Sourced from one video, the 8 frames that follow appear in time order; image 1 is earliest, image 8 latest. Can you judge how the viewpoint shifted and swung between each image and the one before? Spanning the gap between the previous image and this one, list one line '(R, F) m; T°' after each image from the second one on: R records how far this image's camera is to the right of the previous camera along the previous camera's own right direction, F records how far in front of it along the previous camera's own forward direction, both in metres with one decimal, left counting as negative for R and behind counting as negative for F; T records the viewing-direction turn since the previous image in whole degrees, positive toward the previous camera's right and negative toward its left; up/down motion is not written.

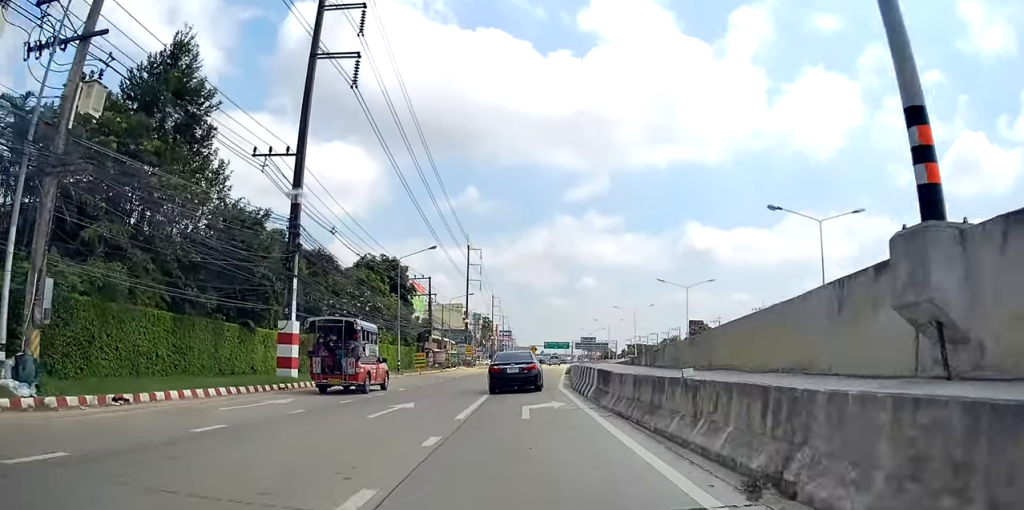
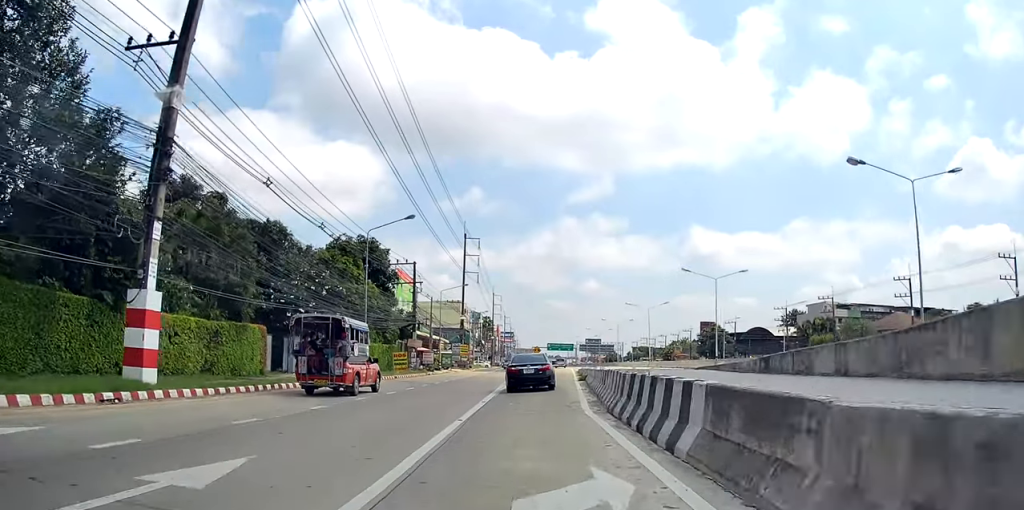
(0.0, +10.1) m; 0°
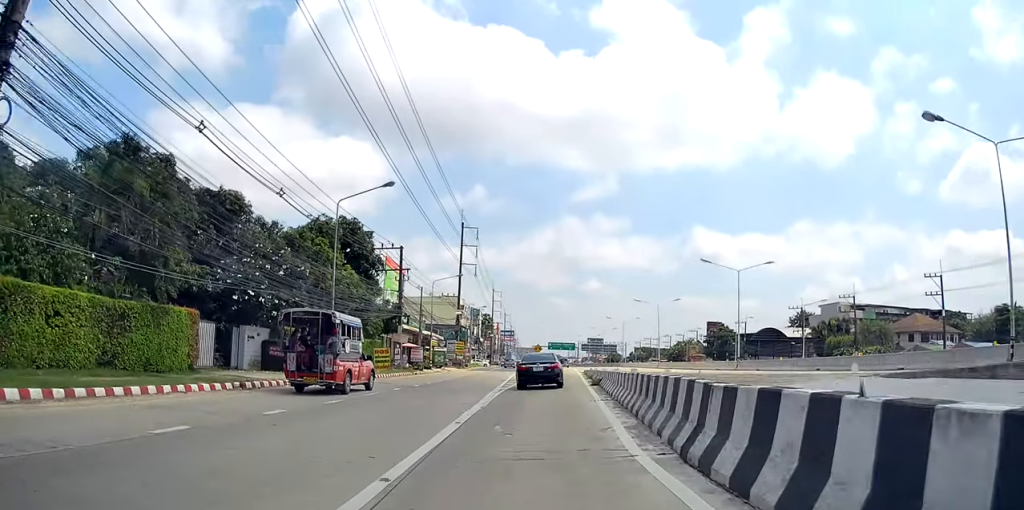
(0.0, +6.4) m; 0°
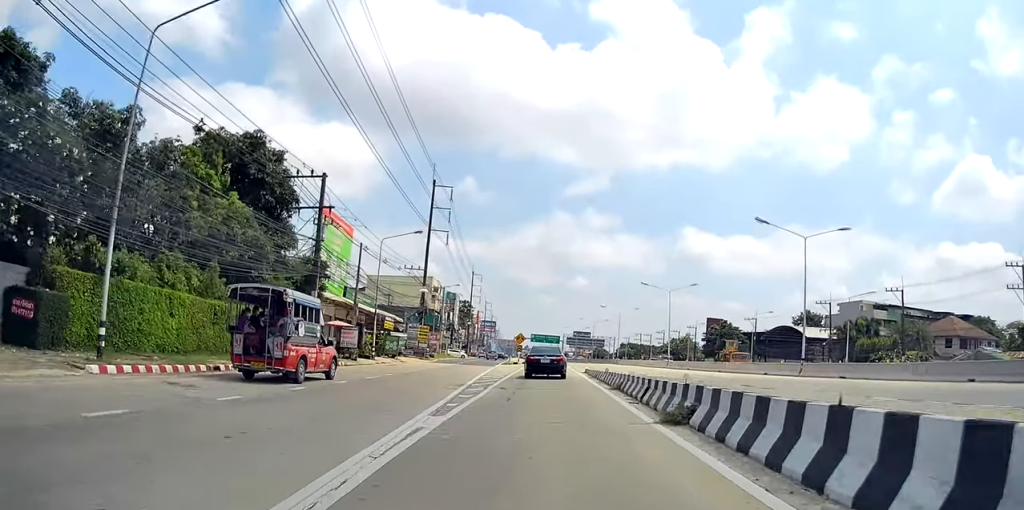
(-0.1, +16.2) m; +3°
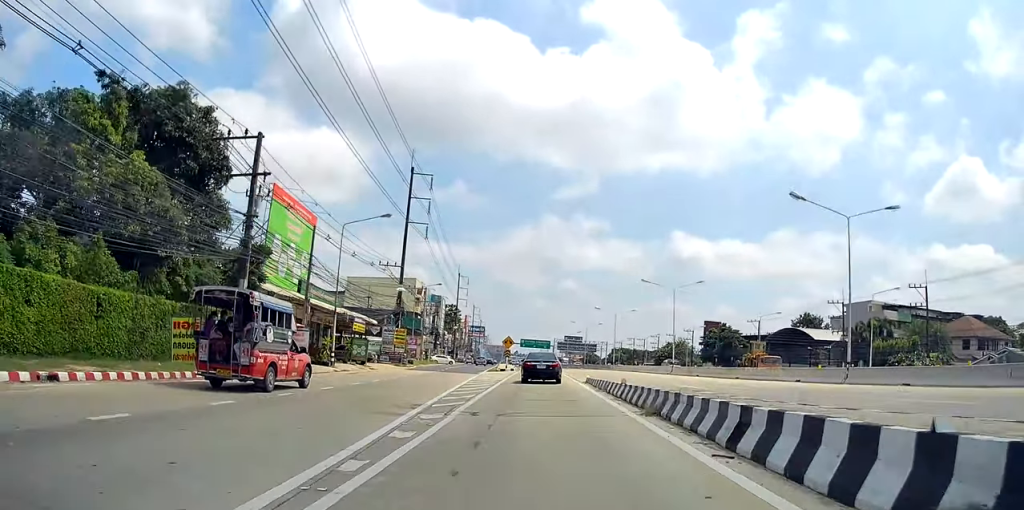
(+0.5, +7.6) m; 0°
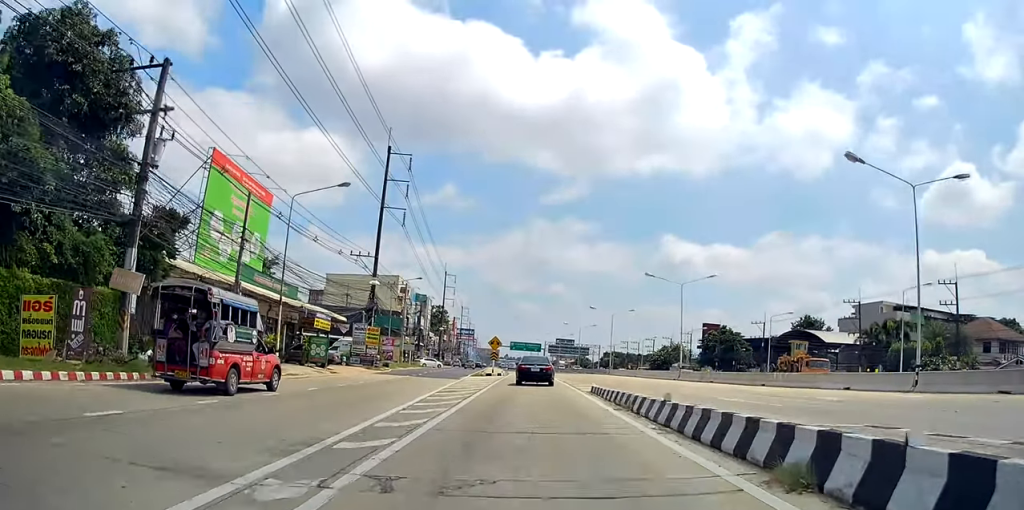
(+0.1, +7.4) m; 0°
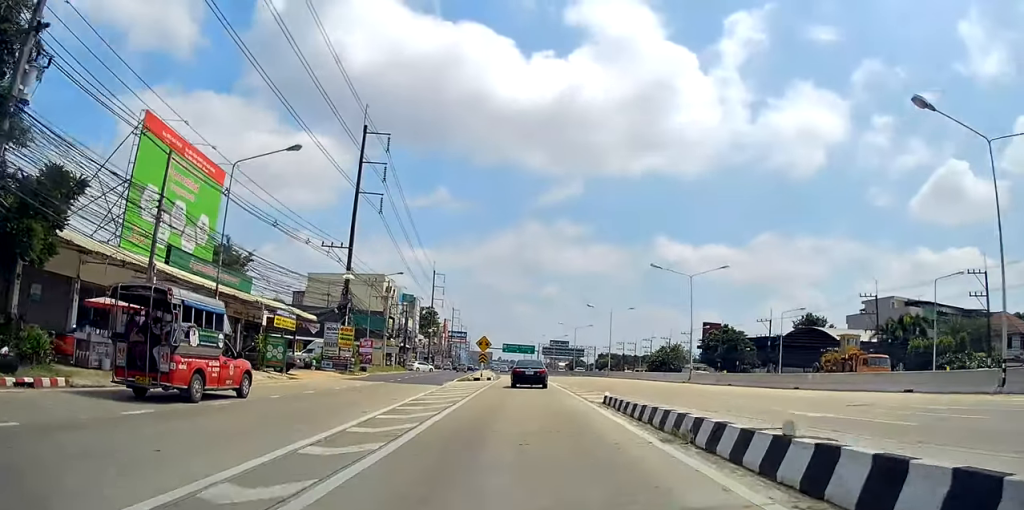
(-0.4, +6.2) m; 0°
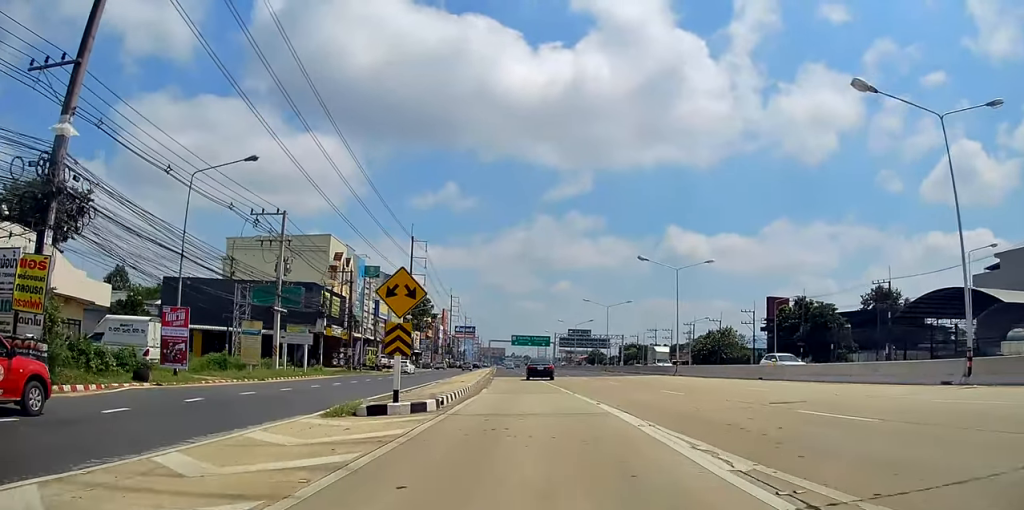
(+1.5, +34.8) m; +3°
